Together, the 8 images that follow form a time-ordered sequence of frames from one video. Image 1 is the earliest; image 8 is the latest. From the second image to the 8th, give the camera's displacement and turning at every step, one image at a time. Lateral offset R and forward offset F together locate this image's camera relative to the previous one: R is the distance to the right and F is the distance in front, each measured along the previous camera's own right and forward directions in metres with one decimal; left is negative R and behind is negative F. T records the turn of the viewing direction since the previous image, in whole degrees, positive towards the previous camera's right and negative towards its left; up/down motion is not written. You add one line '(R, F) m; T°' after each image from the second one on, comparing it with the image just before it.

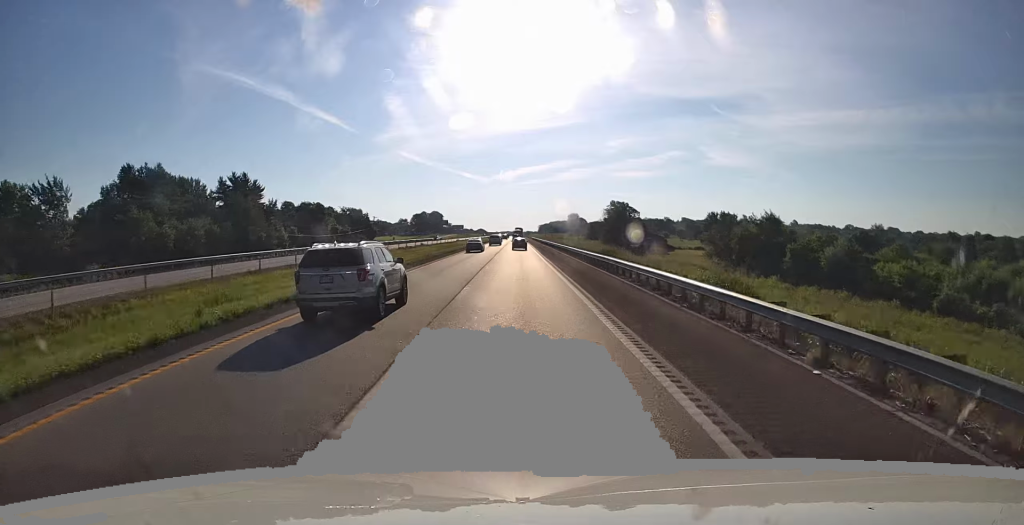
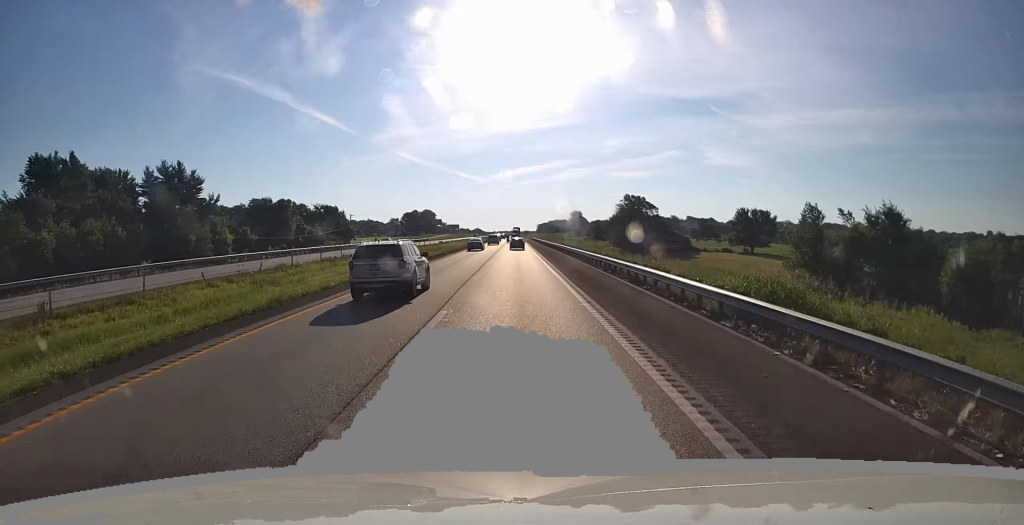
(-0.2, +30.7) m; 0°
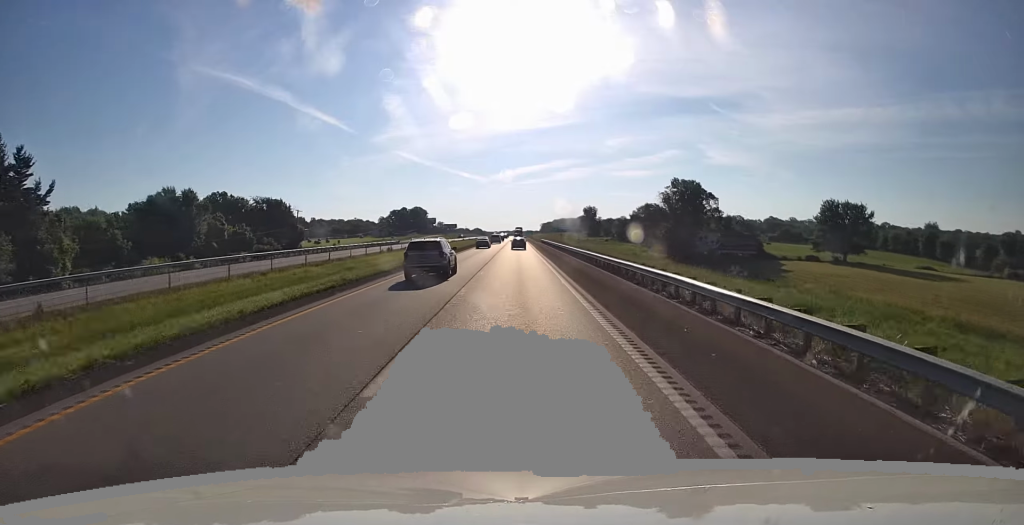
(+0.5, +53.1) m; 0°
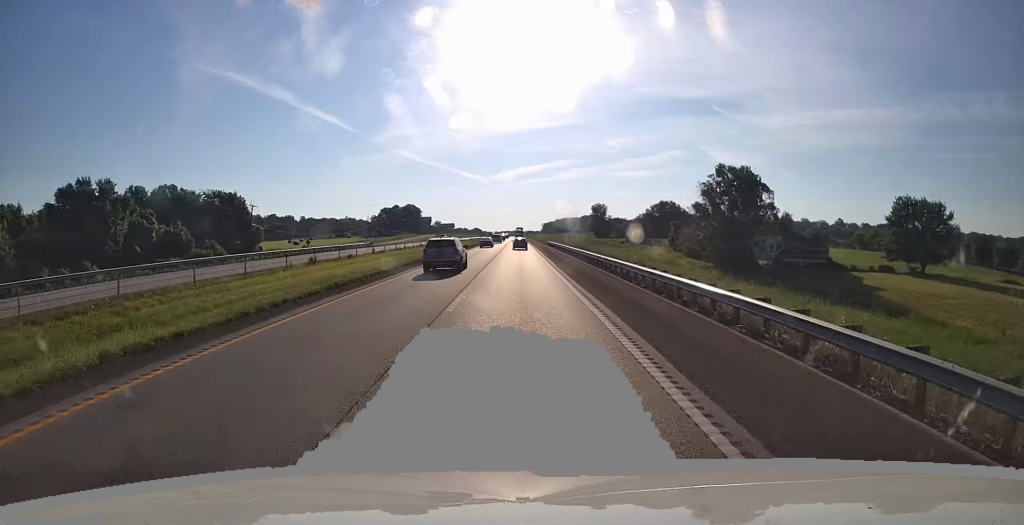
(-0.2, +28.4) m; 0°
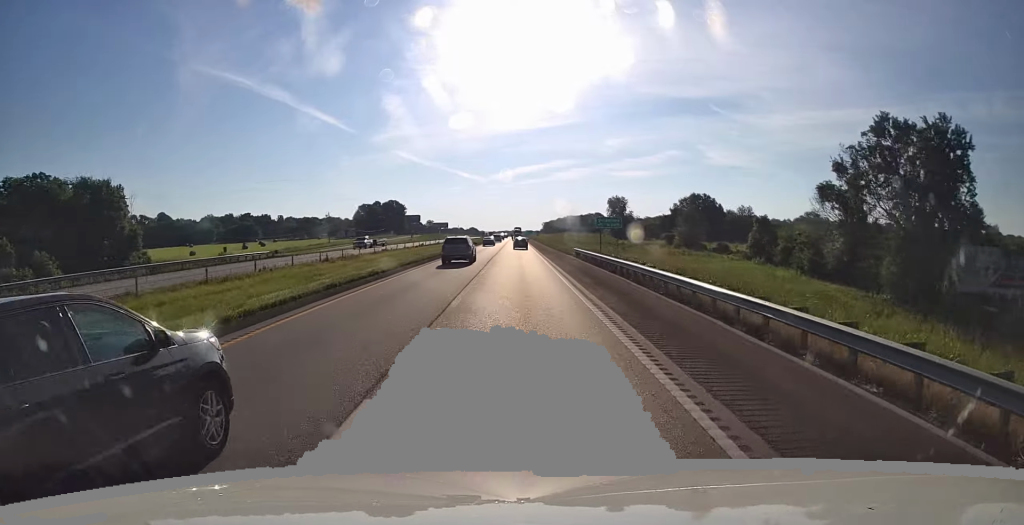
(+0.3, +47.5) m; 0°
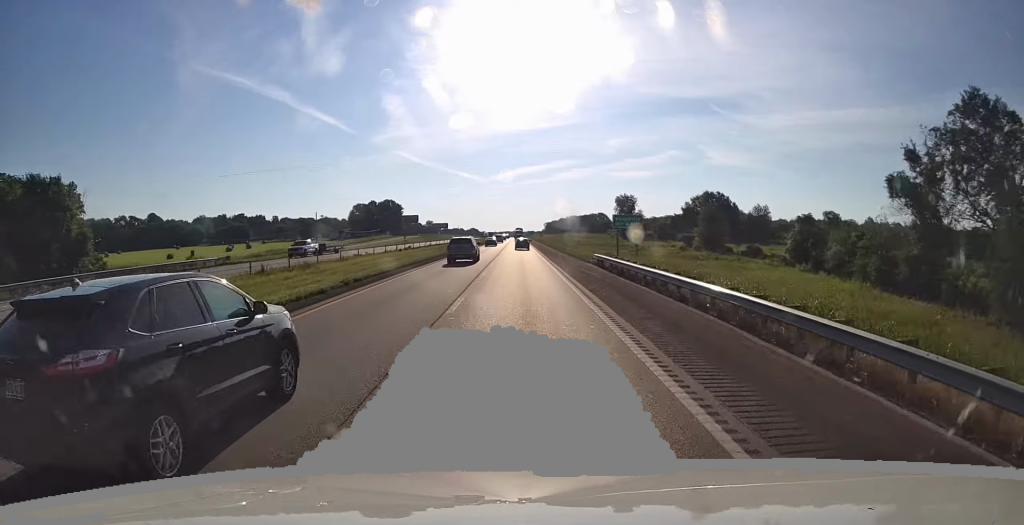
(0.0, +13.2) m; 0°
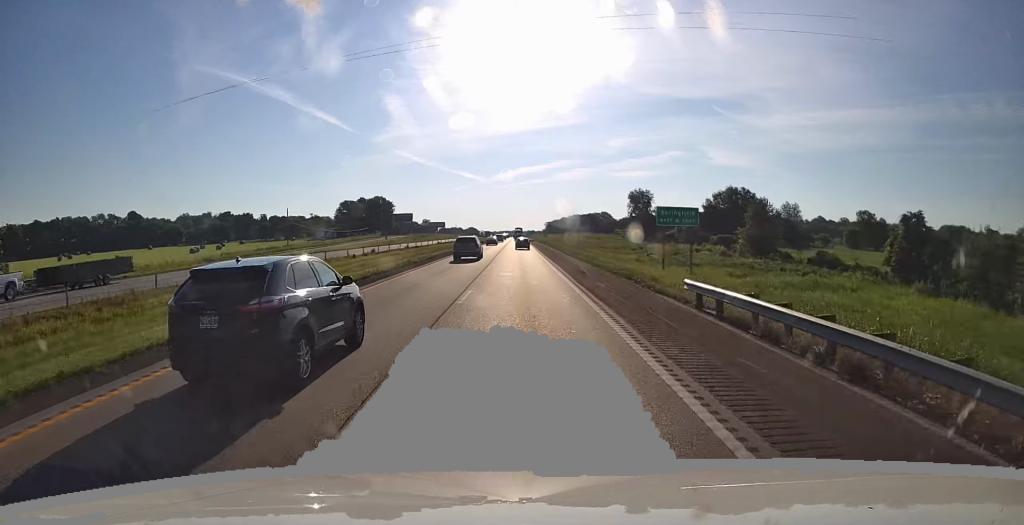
(0.0, +22.2) m; 0°
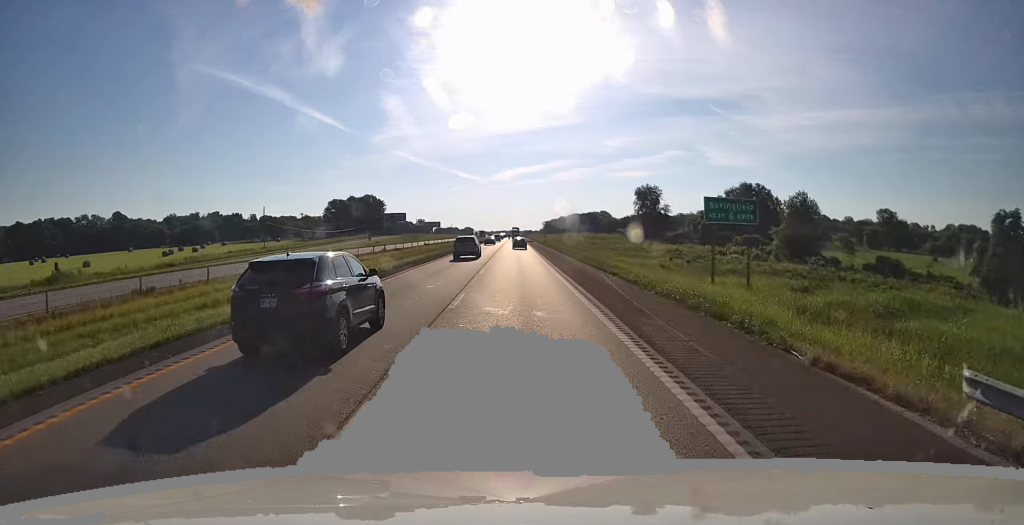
(0.0, +13.1) m; 0°
